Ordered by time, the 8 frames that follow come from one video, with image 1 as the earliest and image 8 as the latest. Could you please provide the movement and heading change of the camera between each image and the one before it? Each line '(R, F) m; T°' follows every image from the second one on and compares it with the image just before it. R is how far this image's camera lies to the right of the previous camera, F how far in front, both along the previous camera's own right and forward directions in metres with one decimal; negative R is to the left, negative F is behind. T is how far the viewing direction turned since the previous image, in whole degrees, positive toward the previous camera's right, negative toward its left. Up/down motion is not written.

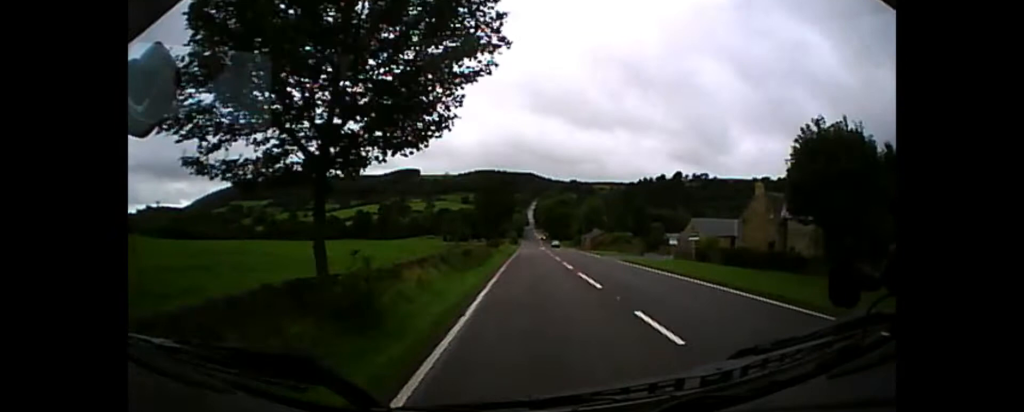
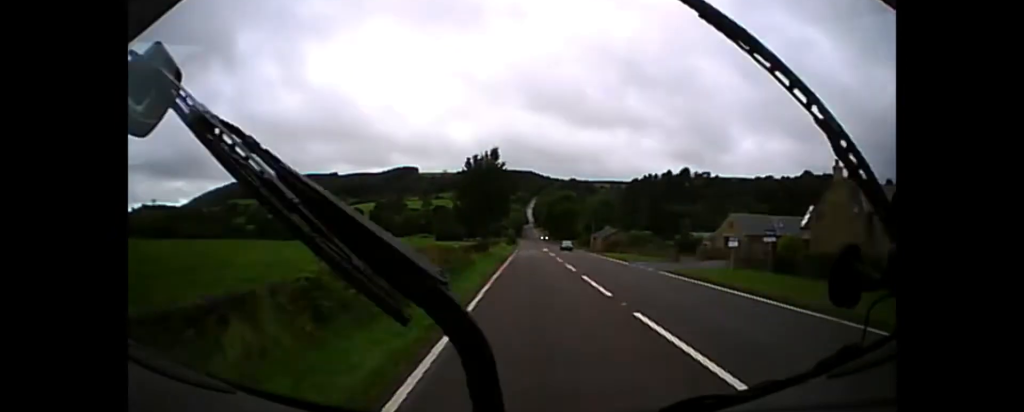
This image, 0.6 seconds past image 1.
(0.0, +10.8) m; 0°
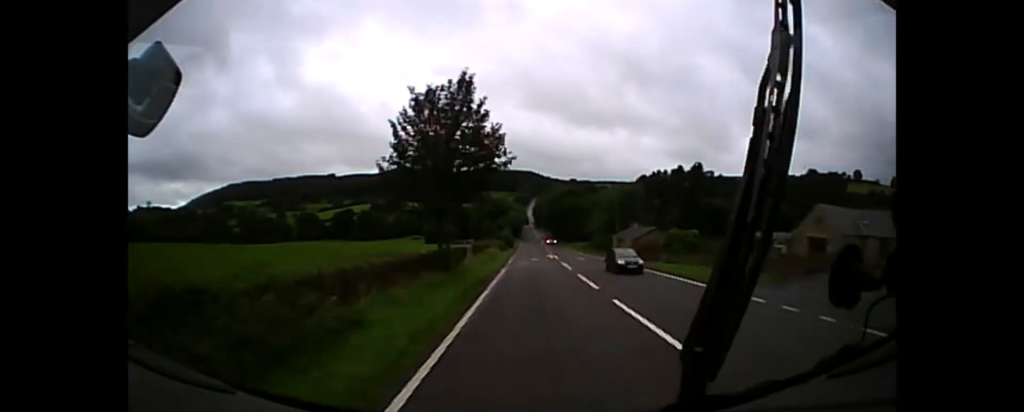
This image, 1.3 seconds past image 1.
(0.0, +13.4) m; 0°
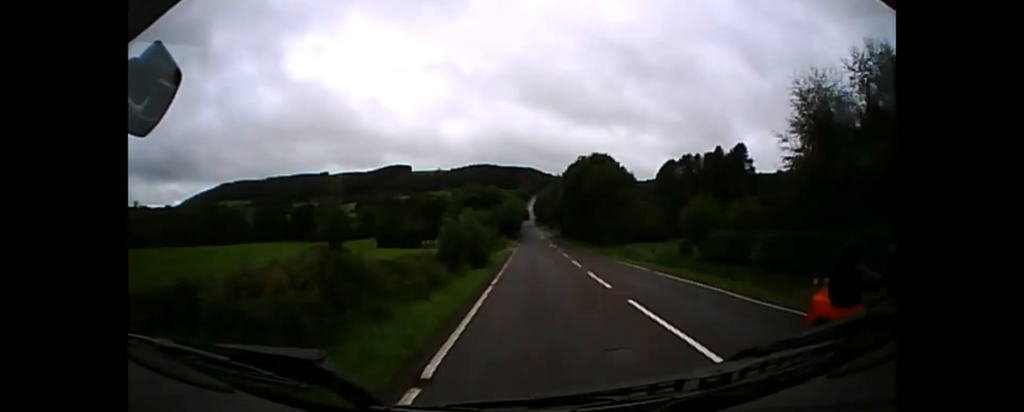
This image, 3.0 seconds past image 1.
(0.0, +34.8) m; 0°
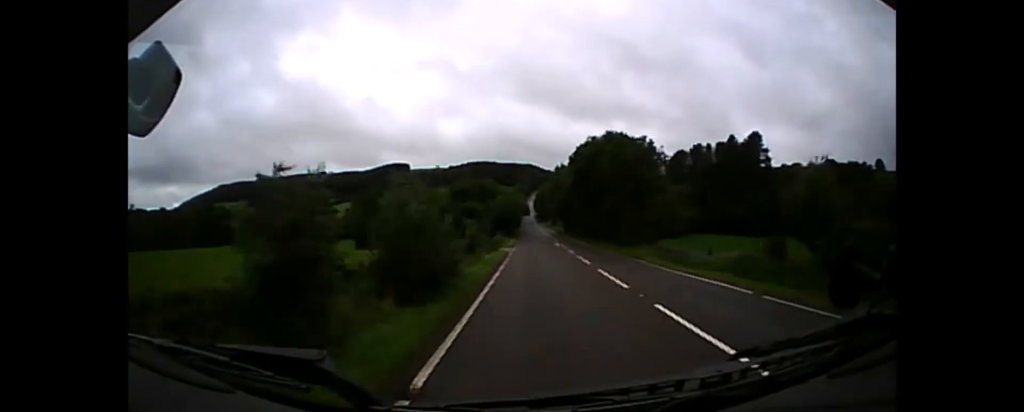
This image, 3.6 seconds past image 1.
(0.0, +10.8) m; 0°
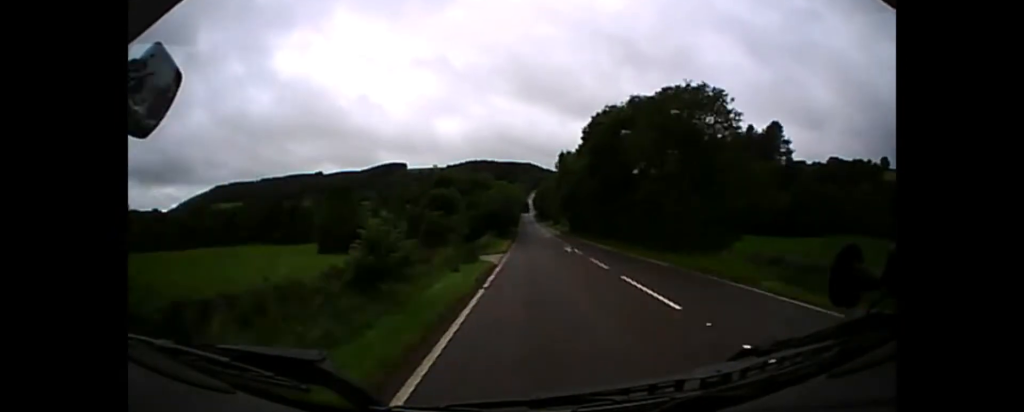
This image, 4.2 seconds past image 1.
(0.0, +12.4) m; 0°
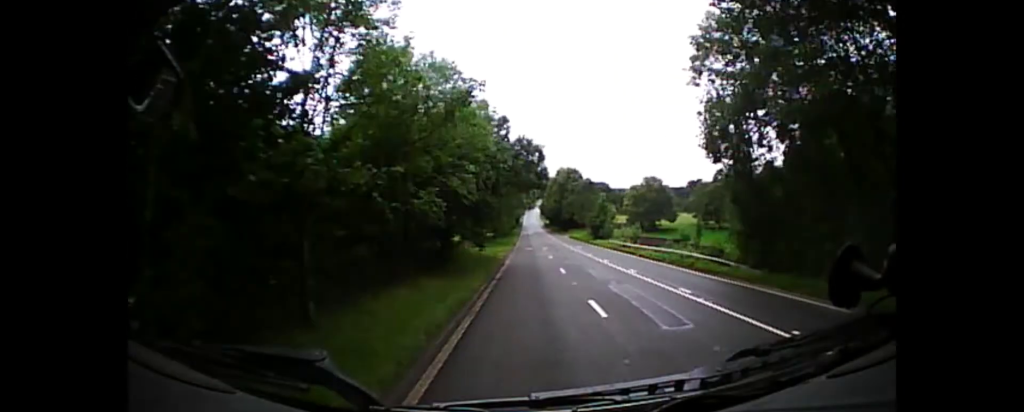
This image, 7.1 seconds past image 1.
(+0.7, +61.4) m; +1°
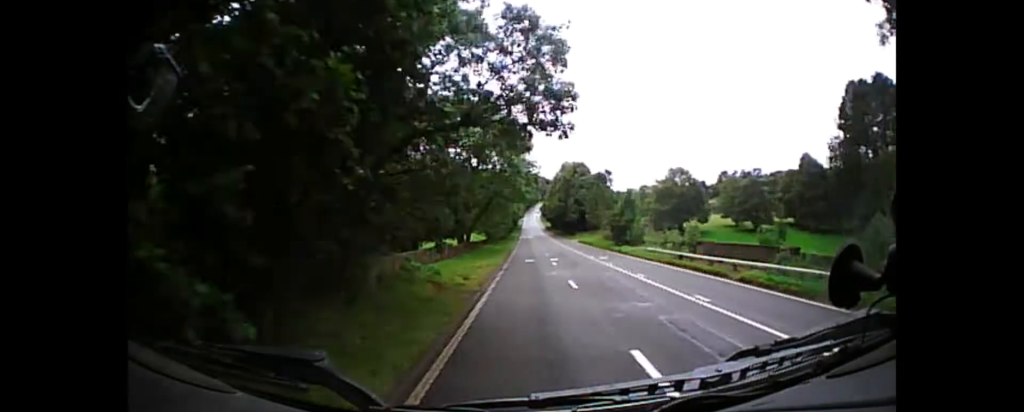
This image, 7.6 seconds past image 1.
(0.0, +11.5) m; 0°
